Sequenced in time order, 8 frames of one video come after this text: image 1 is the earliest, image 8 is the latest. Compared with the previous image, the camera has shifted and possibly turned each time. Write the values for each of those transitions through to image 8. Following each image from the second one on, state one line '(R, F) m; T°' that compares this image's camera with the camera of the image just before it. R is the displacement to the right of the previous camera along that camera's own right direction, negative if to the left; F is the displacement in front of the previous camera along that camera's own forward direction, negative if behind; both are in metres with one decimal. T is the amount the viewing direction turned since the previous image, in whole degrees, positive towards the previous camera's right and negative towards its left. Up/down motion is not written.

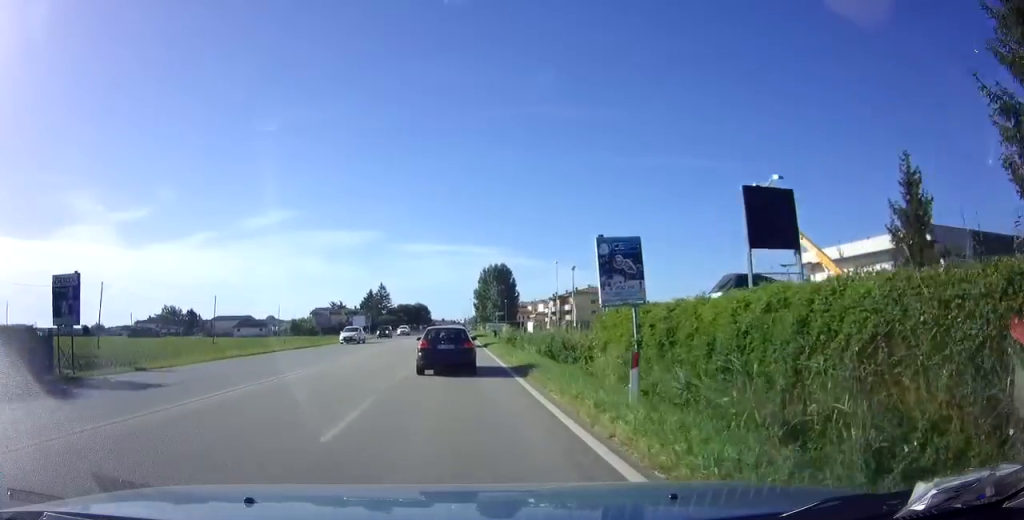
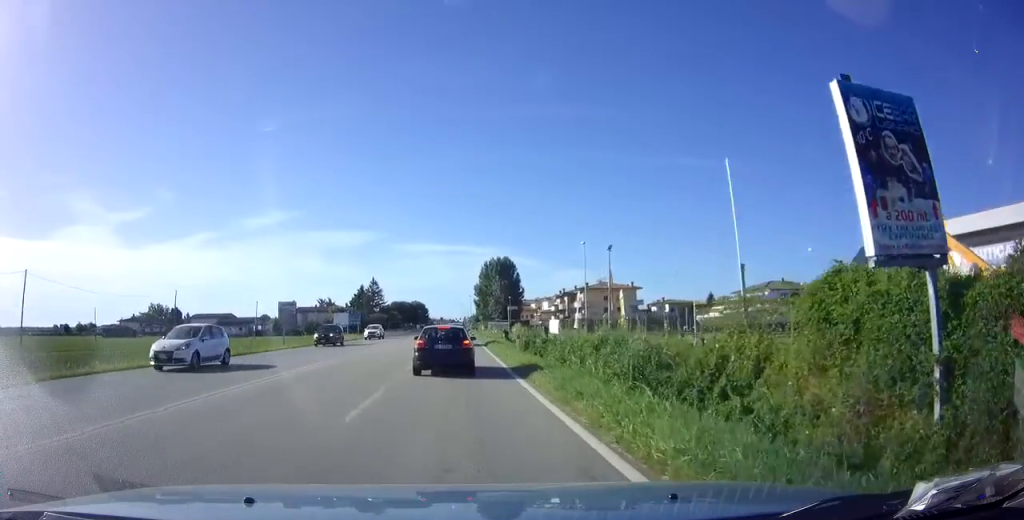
(-0.1, +13.2) m; 0°
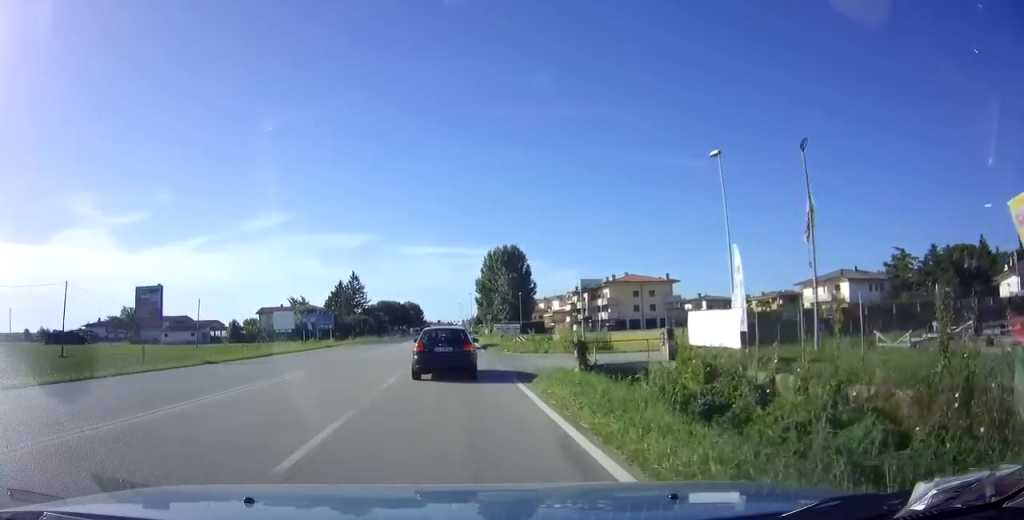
(+0.3, +24.6) m; 0°
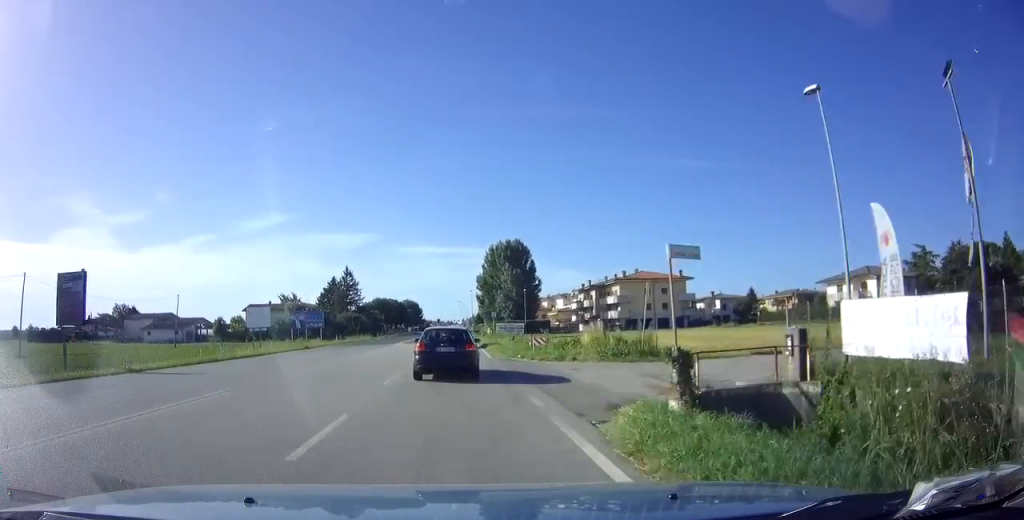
(0.0, +7.4) m; -1°
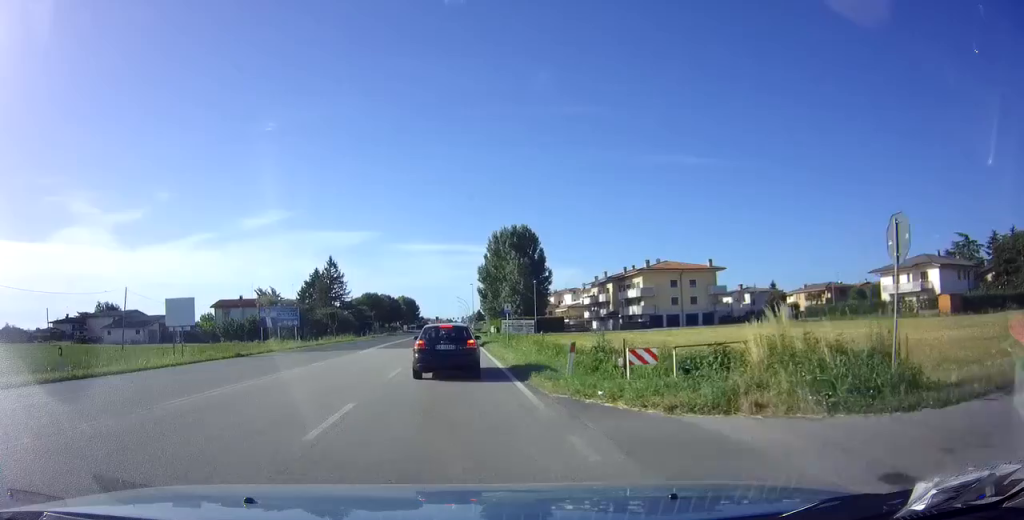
(0.0, +13.5) m; +1°
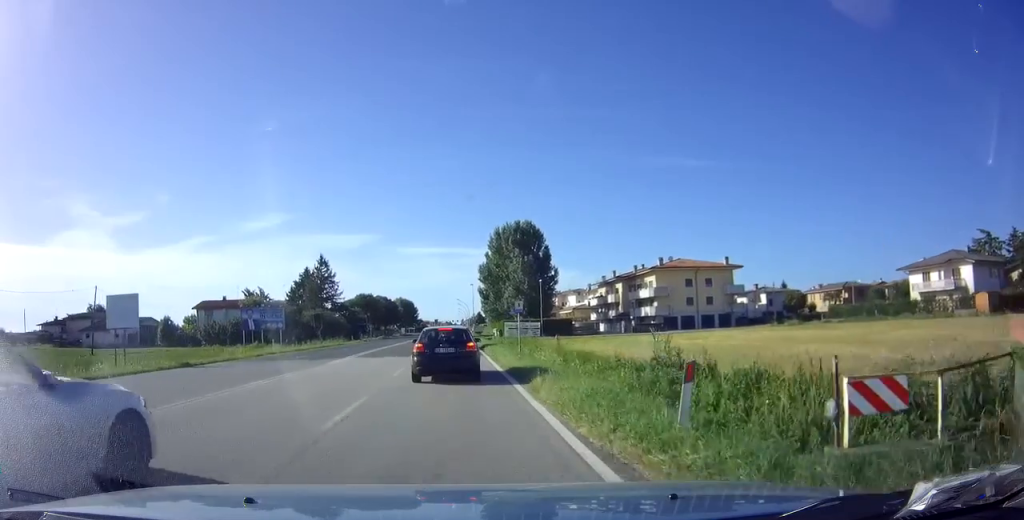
(+0.1, +6.3) m; 0°
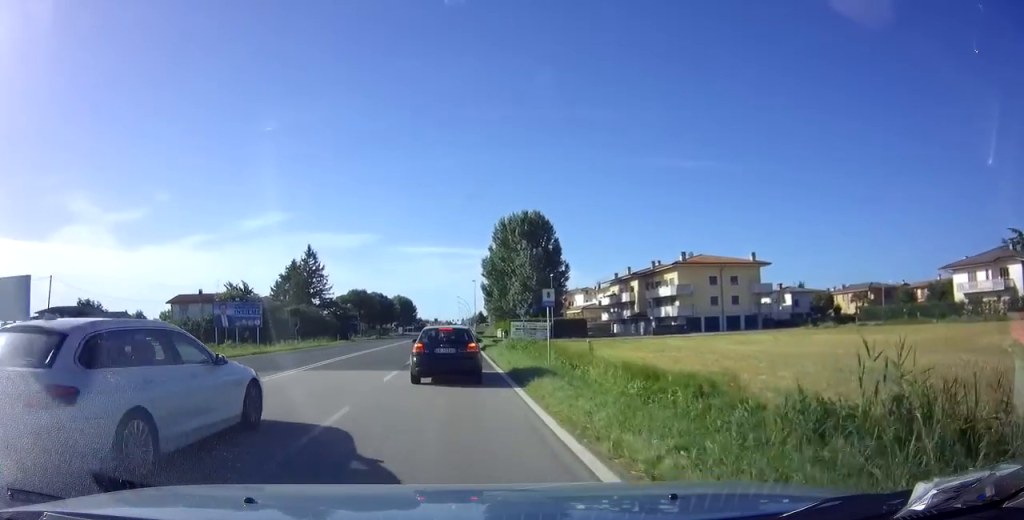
(0.0, +8.2) m; 0°
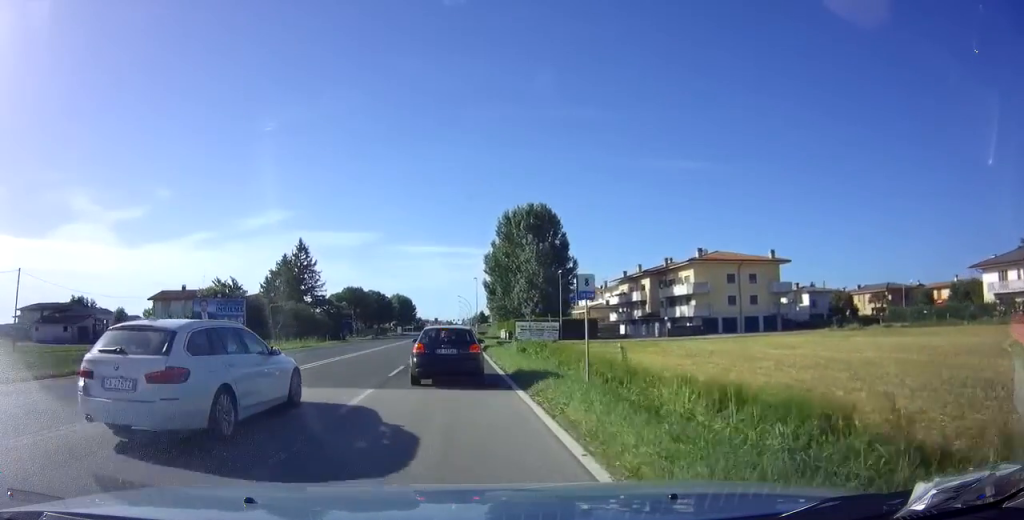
(0.0, +5.1) m; 0°
